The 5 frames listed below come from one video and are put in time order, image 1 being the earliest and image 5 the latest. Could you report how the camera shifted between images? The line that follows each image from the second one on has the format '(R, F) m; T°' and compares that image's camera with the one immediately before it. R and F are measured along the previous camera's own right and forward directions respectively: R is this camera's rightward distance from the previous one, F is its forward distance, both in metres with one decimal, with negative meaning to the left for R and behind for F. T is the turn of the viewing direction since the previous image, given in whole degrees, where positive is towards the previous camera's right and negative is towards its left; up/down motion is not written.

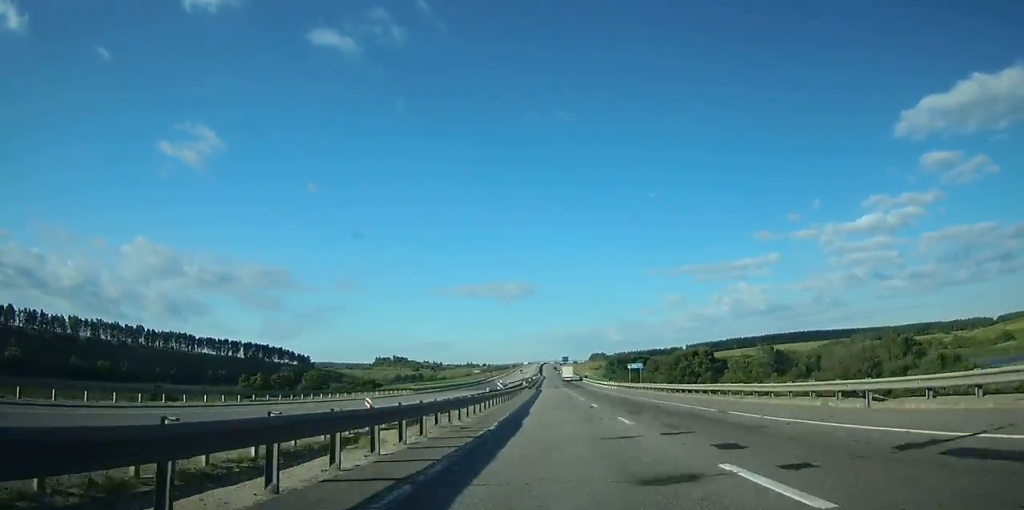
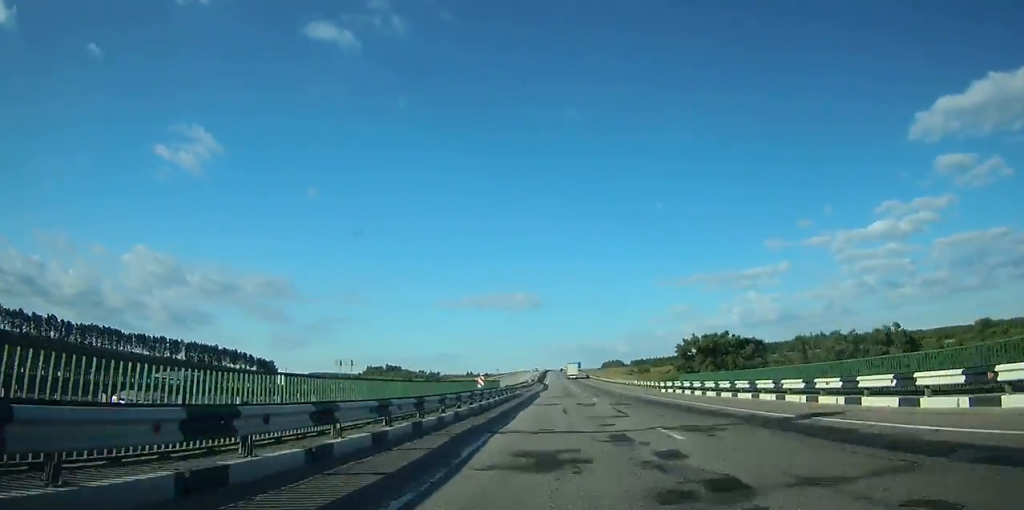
(-0.2, +115.8) m; 0°
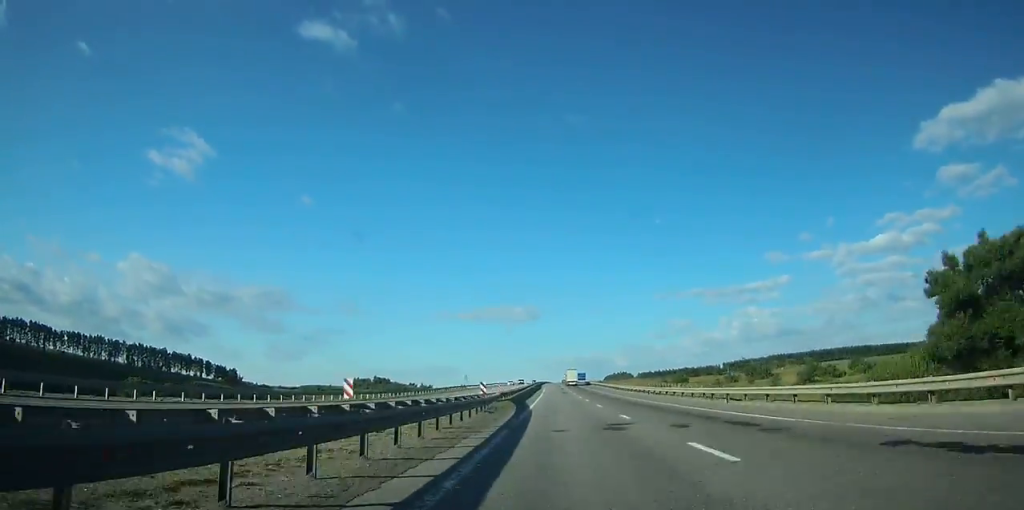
(-0.1, +72.0) m; 0°
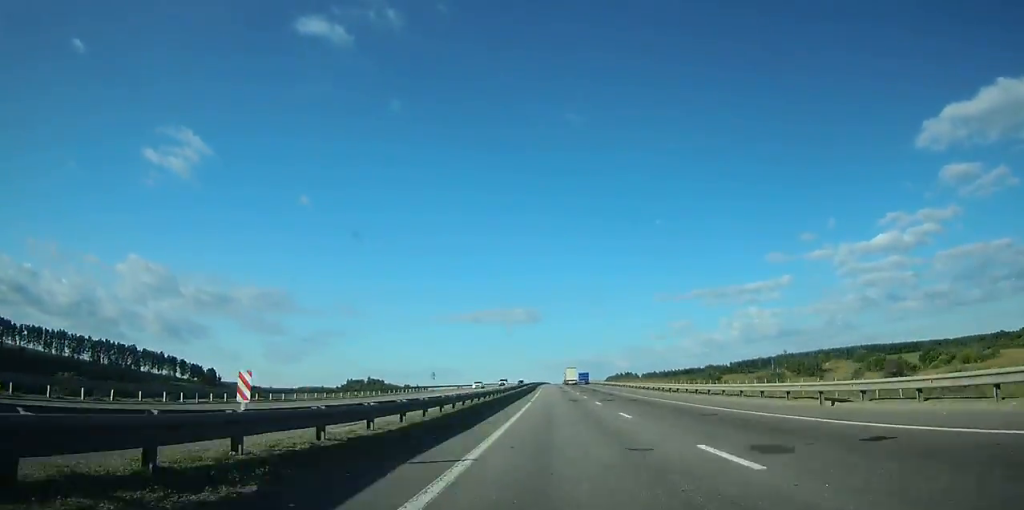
(0.0, +34.0) m; 0°
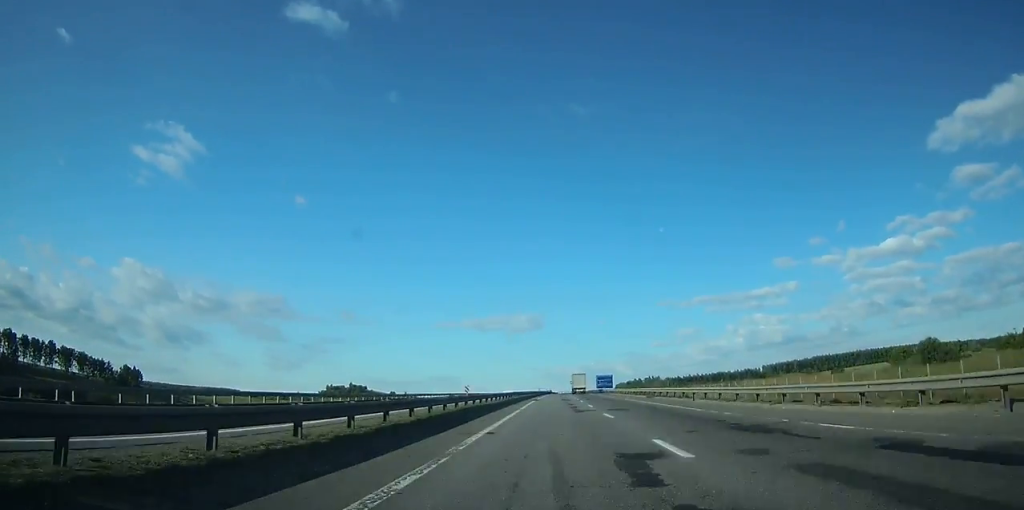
(-0.1, +109.5) m; 0°
